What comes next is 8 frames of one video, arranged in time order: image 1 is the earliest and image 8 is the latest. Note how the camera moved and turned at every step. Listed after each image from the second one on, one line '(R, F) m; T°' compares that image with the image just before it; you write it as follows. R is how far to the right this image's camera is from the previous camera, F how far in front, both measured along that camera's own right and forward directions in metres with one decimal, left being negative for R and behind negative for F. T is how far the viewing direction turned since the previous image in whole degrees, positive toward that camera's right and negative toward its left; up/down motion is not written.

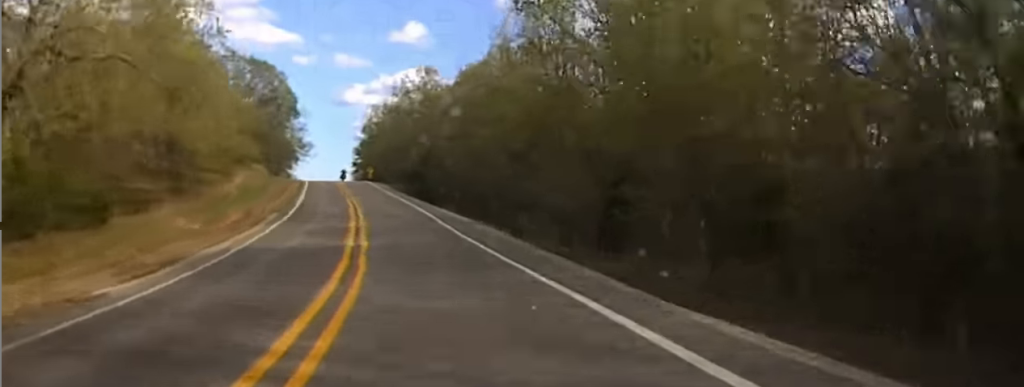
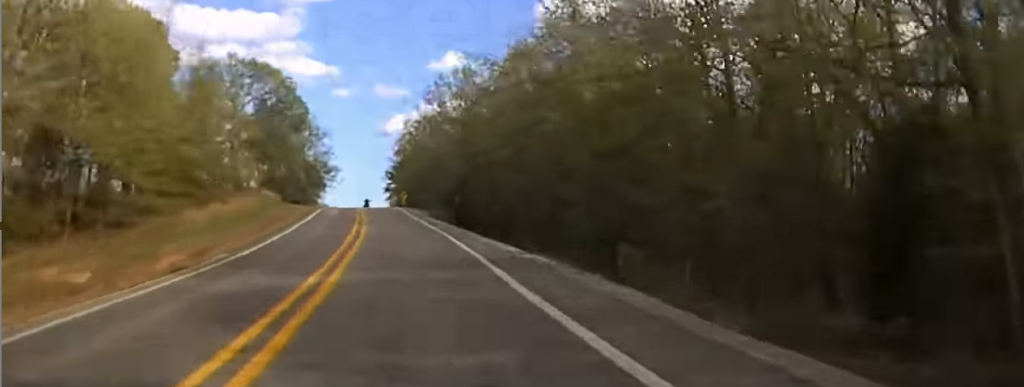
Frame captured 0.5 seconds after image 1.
(-1.1, +17.7) m; -2°
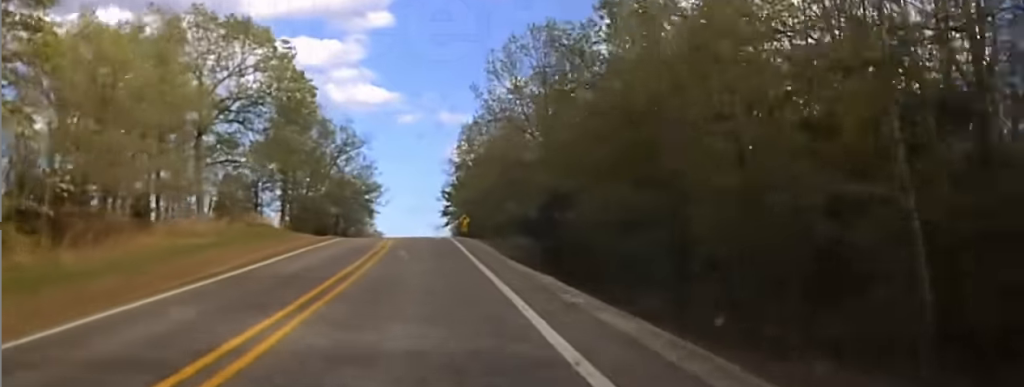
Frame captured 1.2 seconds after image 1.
(-1.0, +27.9) m; -2°
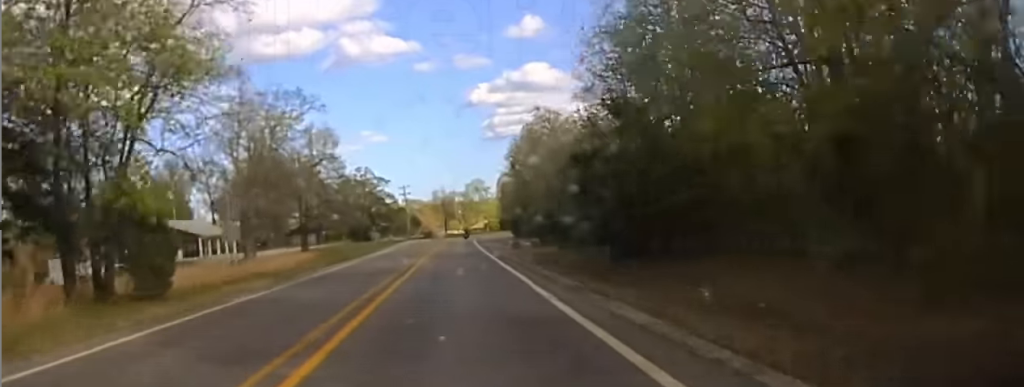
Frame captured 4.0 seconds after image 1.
(-3.1, +100.5) m; -1°
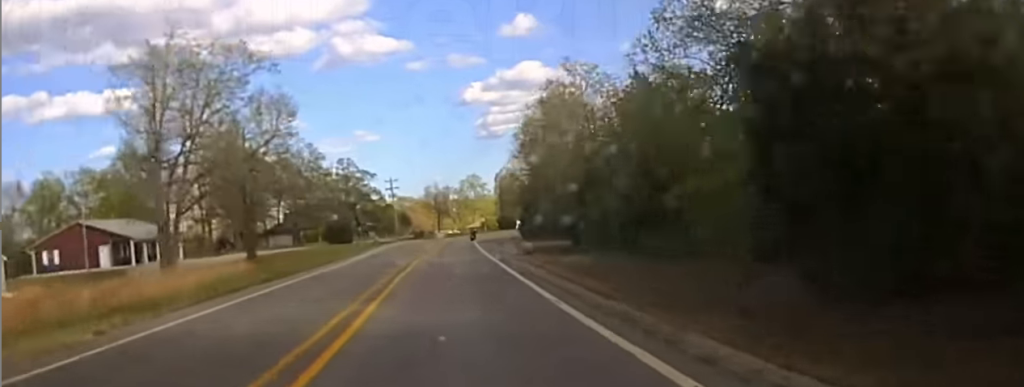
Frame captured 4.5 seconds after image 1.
(+0.1, +15.9) m; +1°
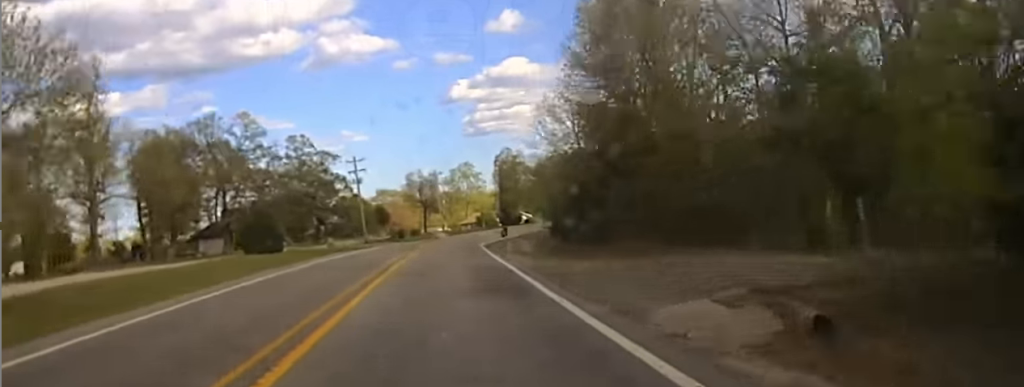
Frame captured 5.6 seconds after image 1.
(+0.3, +36.7) m; +1°
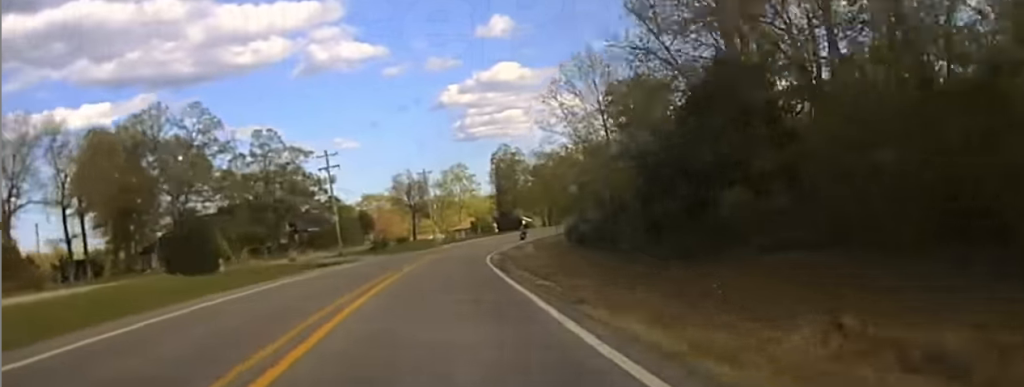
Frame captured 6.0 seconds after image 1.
(0.0, +16.8) m; 0°
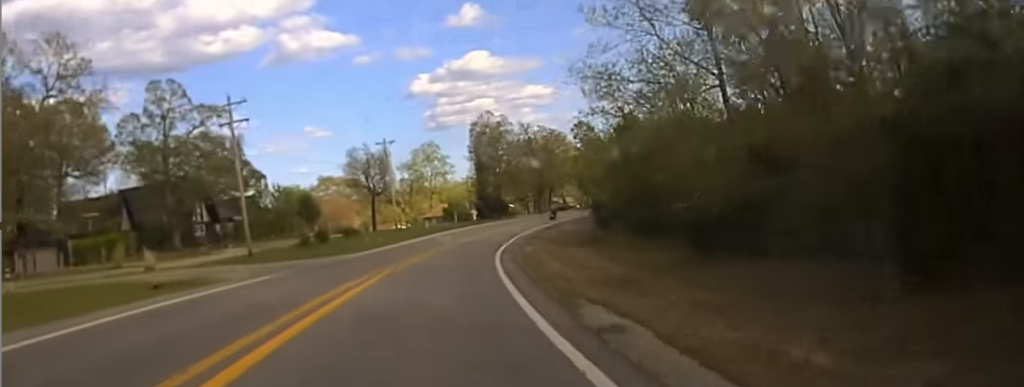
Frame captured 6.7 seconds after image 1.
(+0.2, +30.8) m; +1°
